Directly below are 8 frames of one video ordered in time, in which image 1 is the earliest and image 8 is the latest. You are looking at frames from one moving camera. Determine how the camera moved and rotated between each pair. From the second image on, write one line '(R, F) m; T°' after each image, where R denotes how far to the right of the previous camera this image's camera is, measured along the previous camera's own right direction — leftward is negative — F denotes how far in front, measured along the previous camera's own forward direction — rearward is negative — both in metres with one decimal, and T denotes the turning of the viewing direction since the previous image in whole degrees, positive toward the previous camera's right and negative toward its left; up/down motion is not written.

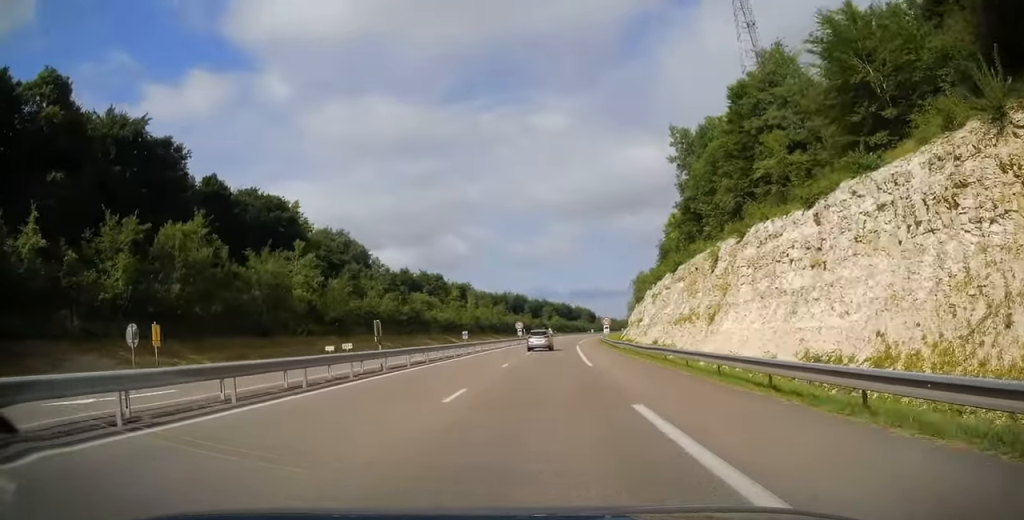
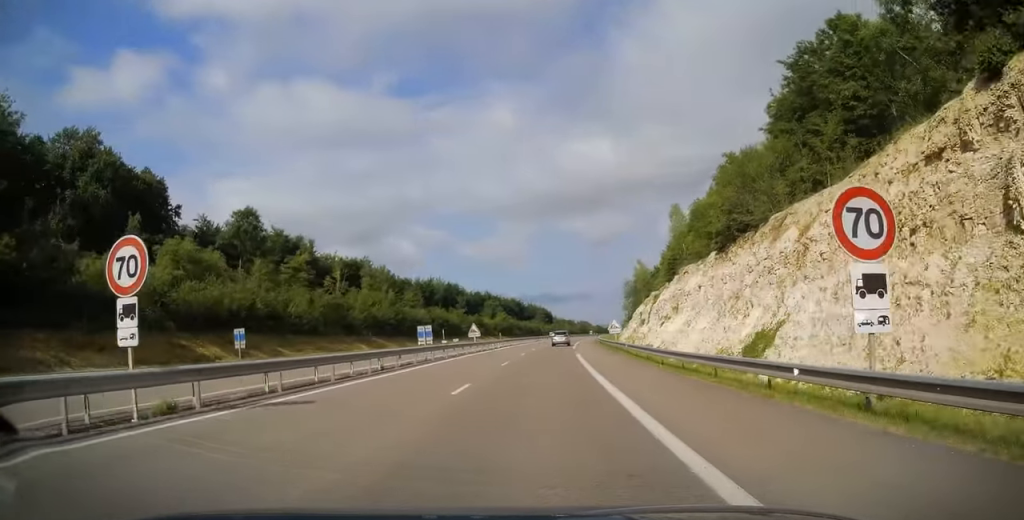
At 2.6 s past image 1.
(+3.2, +76.4) m; +4°
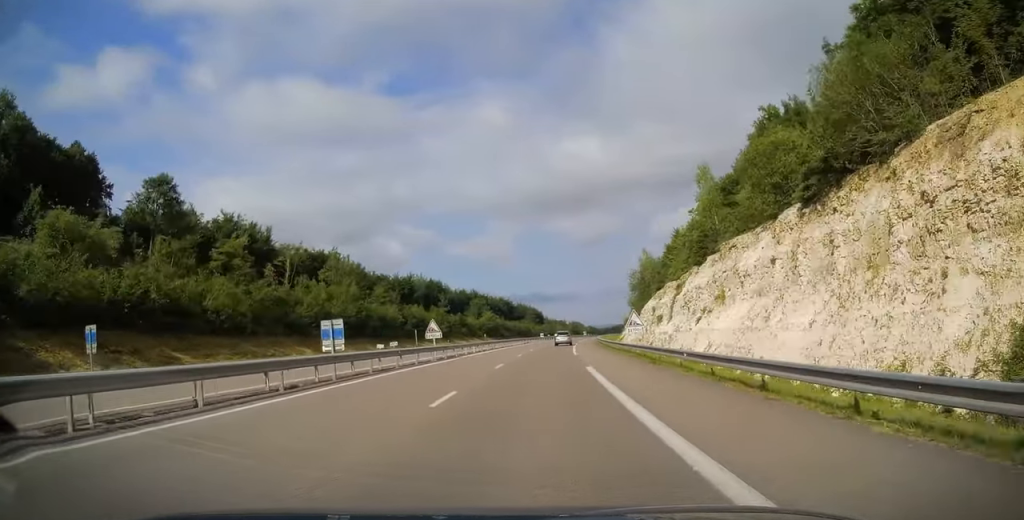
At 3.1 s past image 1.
(-0.1, +15.7) m; +1°
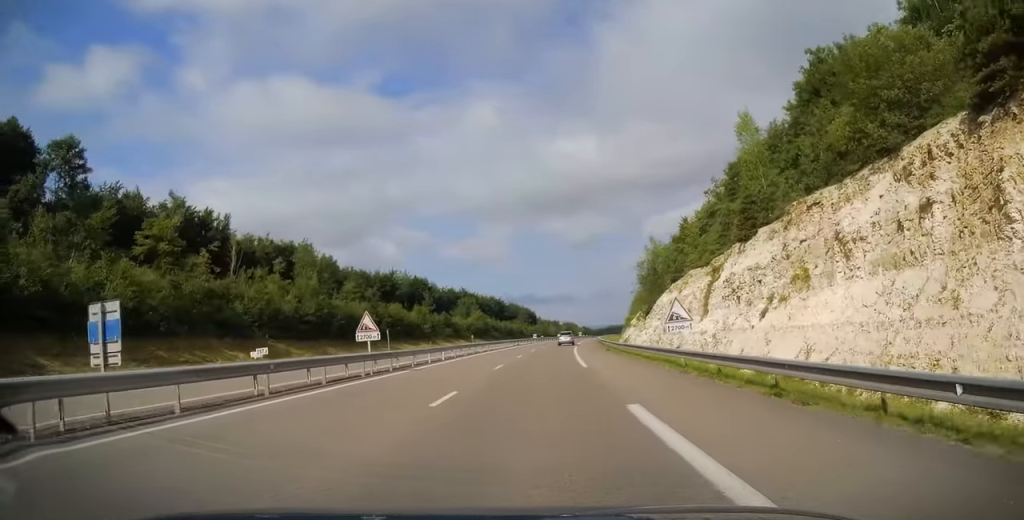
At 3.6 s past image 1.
(-0.1, +12.7) m; +1°
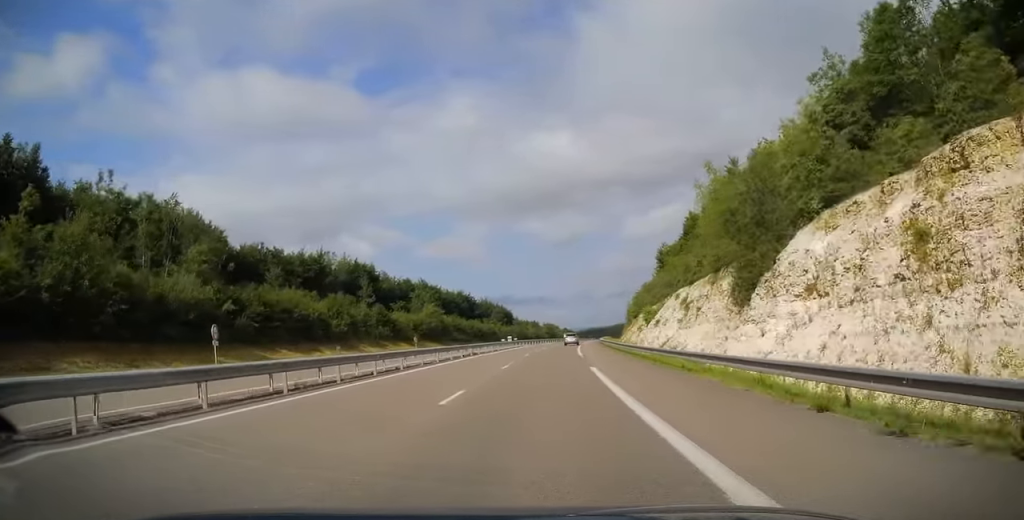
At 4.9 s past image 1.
(+1.1, +38.5) m; +2°
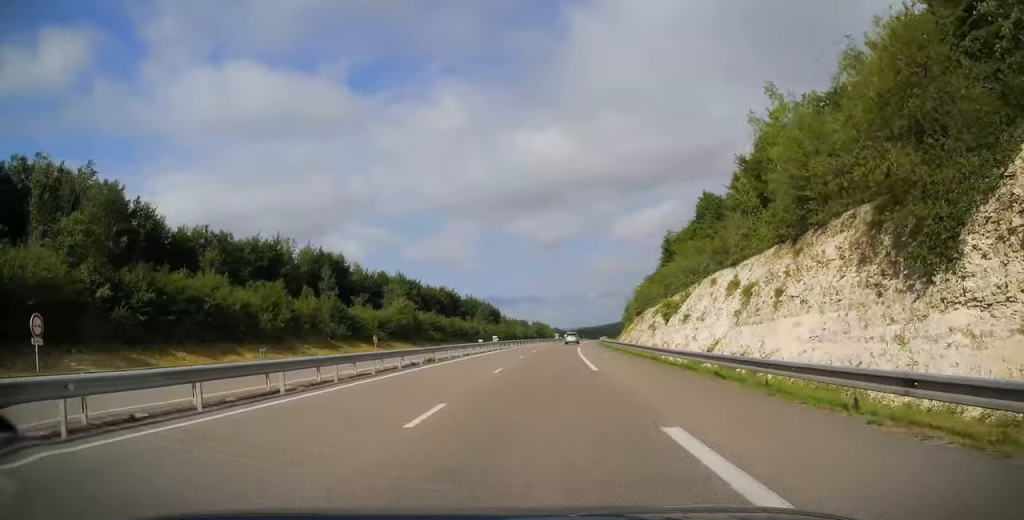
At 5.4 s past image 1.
(-0.1, +16.1) m; 0°
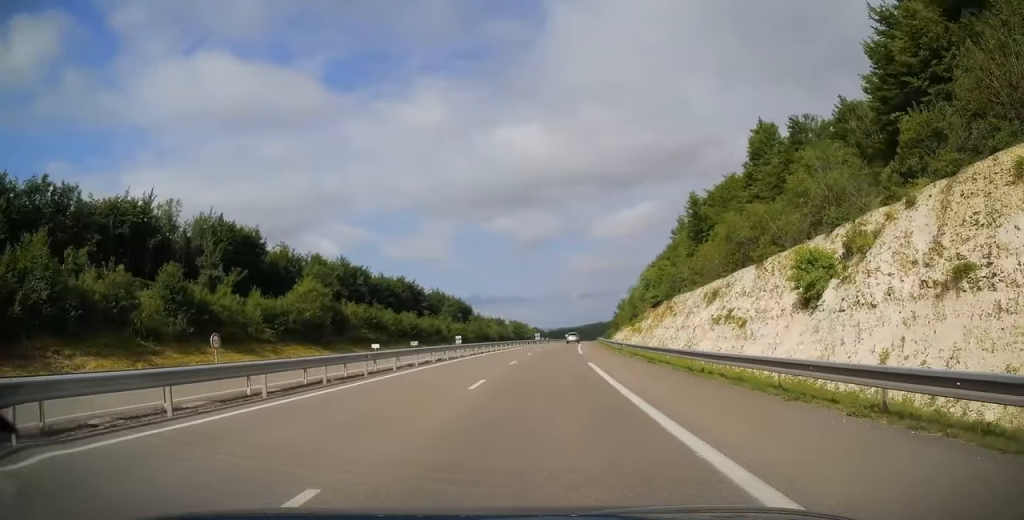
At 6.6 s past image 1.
(+0.6, +32.8) m; +2°
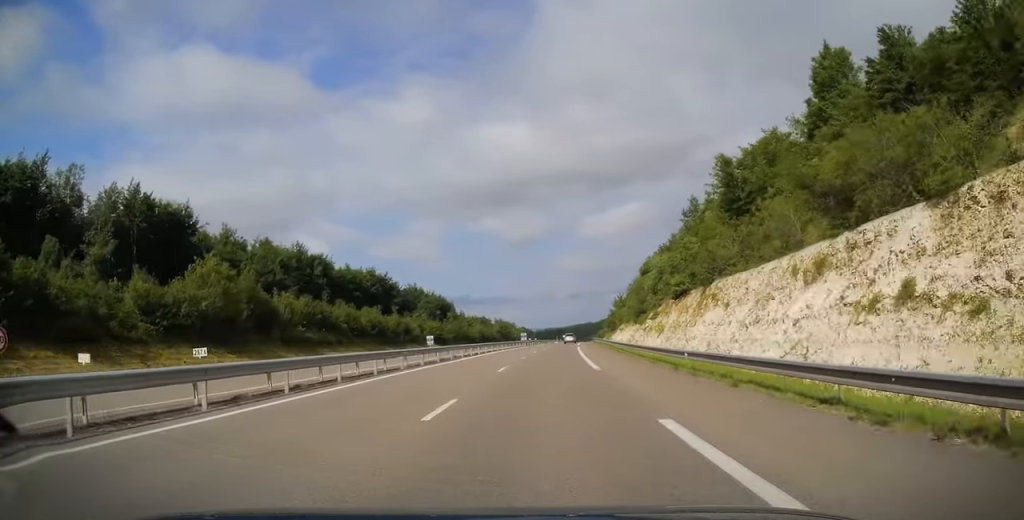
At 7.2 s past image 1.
(+0.2, +18.6) m; +1°
